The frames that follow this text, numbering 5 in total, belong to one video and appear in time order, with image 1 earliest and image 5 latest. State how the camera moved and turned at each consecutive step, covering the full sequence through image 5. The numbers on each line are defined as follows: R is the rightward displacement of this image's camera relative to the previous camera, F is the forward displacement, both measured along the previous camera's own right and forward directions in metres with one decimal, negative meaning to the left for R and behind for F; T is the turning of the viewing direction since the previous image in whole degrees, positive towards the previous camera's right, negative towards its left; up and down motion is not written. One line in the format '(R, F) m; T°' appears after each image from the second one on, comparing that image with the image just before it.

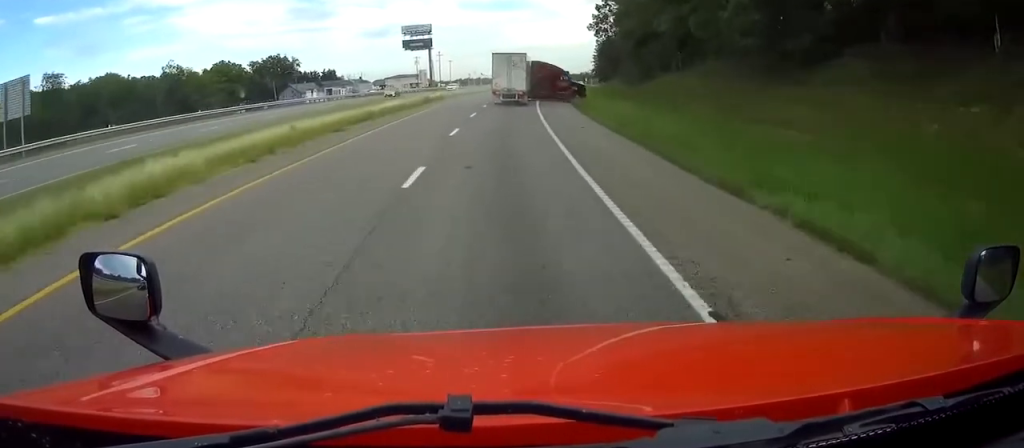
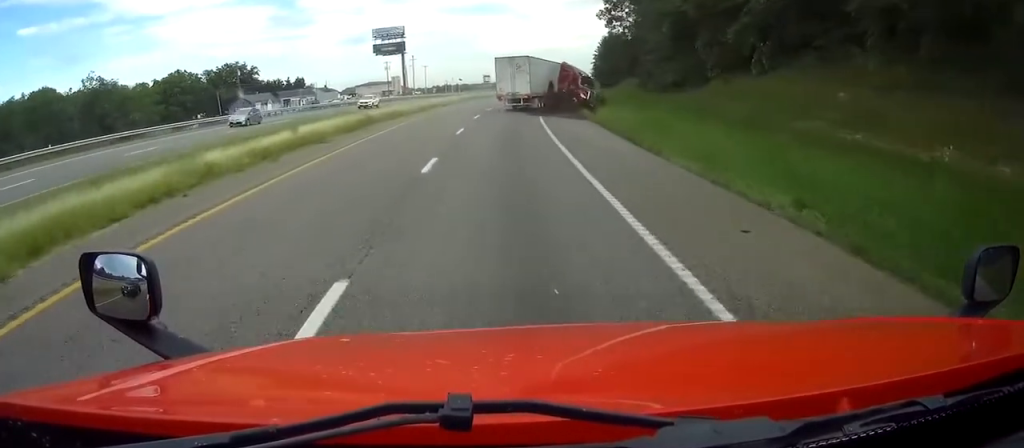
(+0.4, +20.5) m; +2°
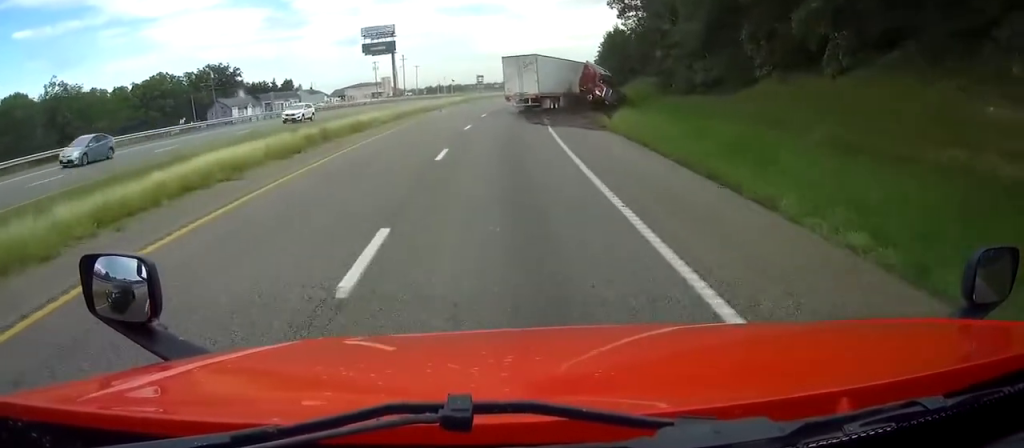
(+0.1, +8.7) m; +1°
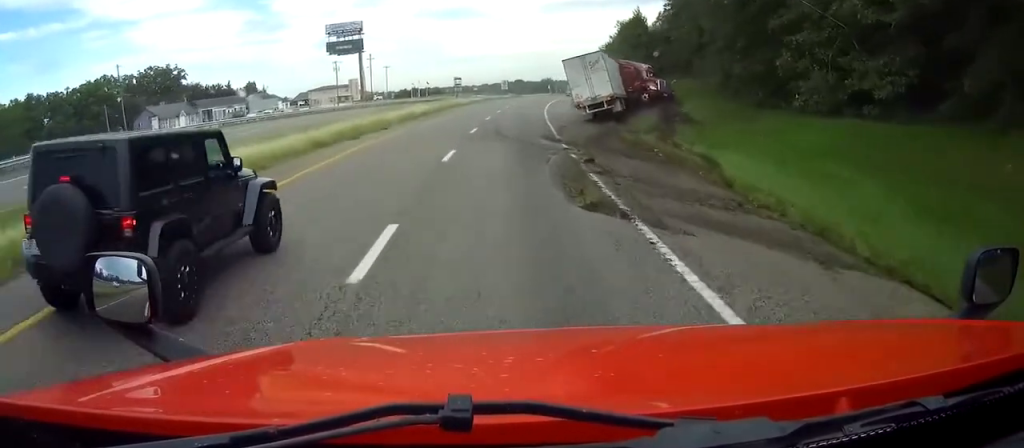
(+0.4, +22.8) m; +1°
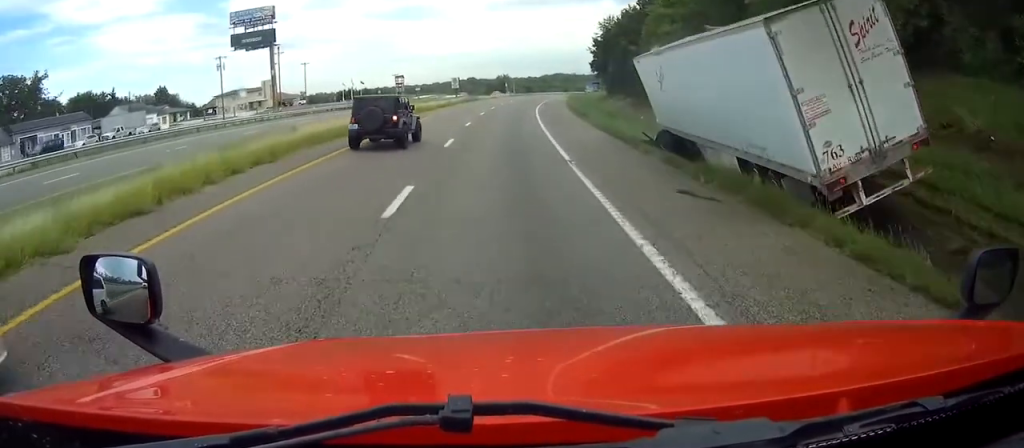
(+0.9, +44.6) m; +3°
